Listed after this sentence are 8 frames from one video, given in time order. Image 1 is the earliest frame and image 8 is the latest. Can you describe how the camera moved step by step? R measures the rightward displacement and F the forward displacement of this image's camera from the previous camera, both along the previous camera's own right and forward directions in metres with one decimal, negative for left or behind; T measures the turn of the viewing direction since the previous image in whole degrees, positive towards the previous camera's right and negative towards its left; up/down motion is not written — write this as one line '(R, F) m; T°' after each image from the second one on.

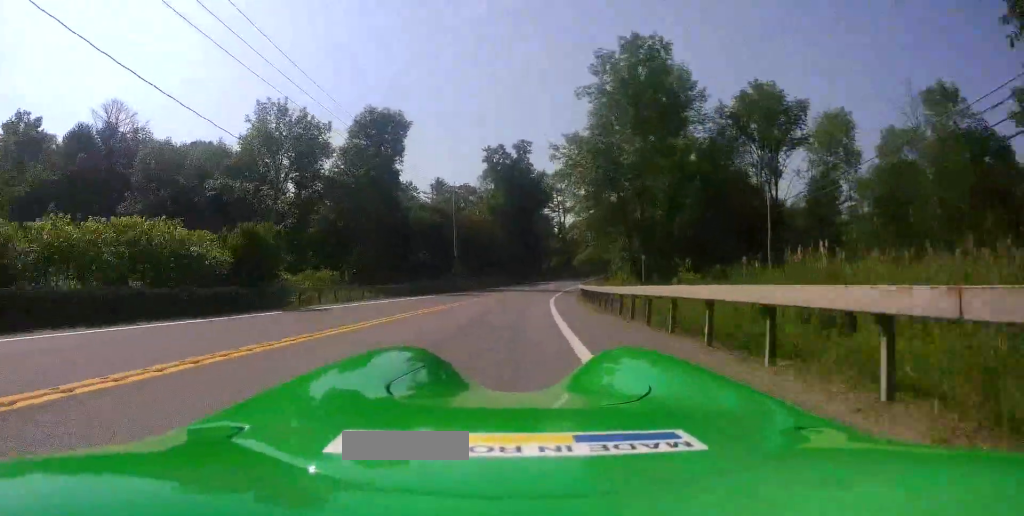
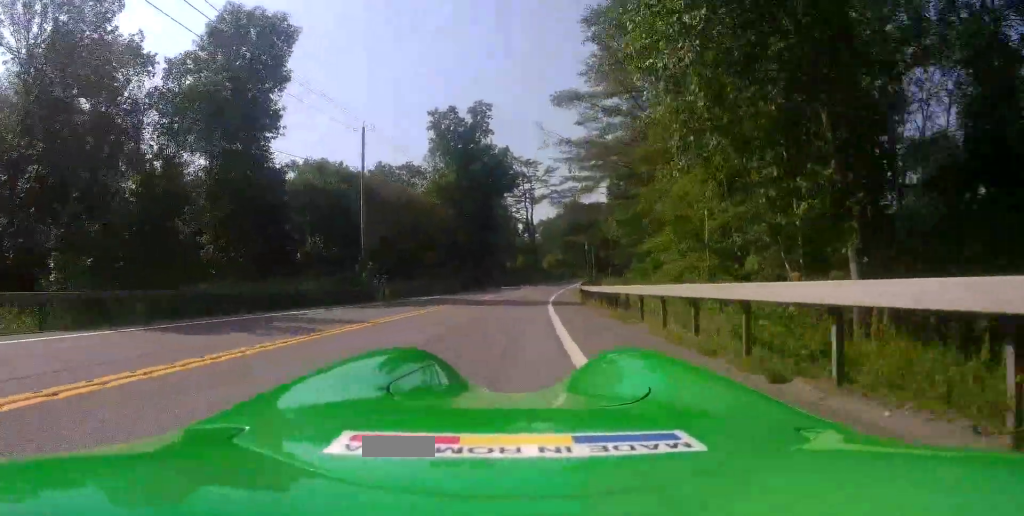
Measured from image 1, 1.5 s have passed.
(+1.6, +24.3) m; +8°
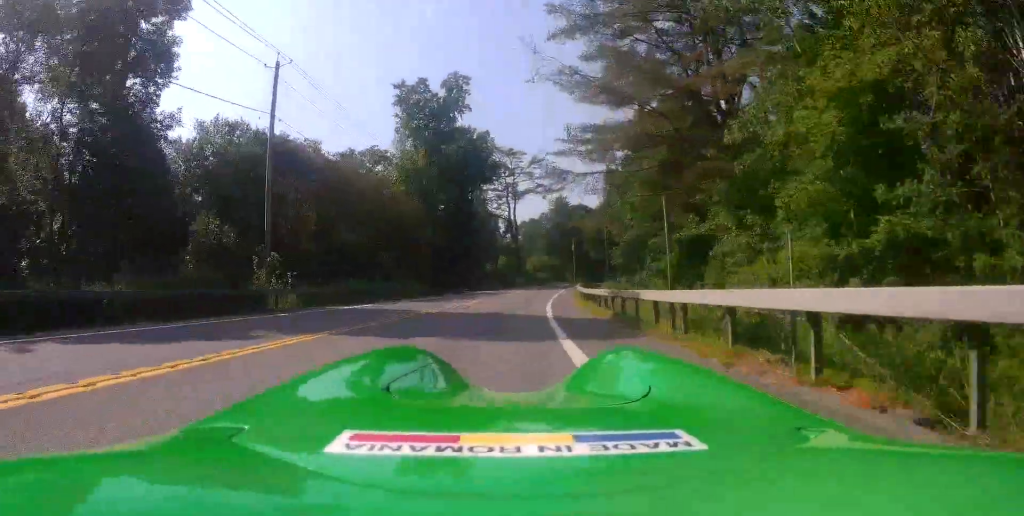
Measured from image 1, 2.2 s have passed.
(+1.4, +11.9) m; -4°
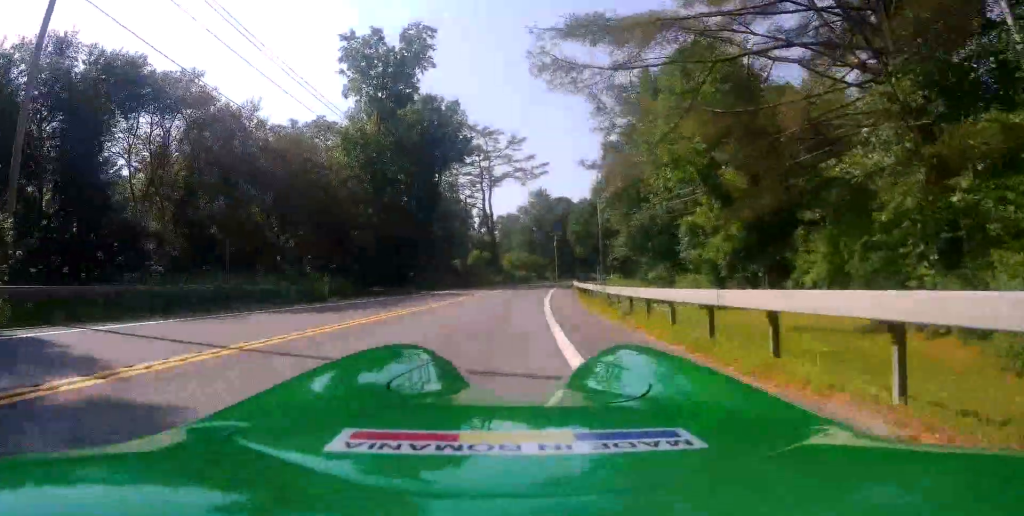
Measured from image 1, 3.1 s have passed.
(-2.5, +13.7) m; -3°
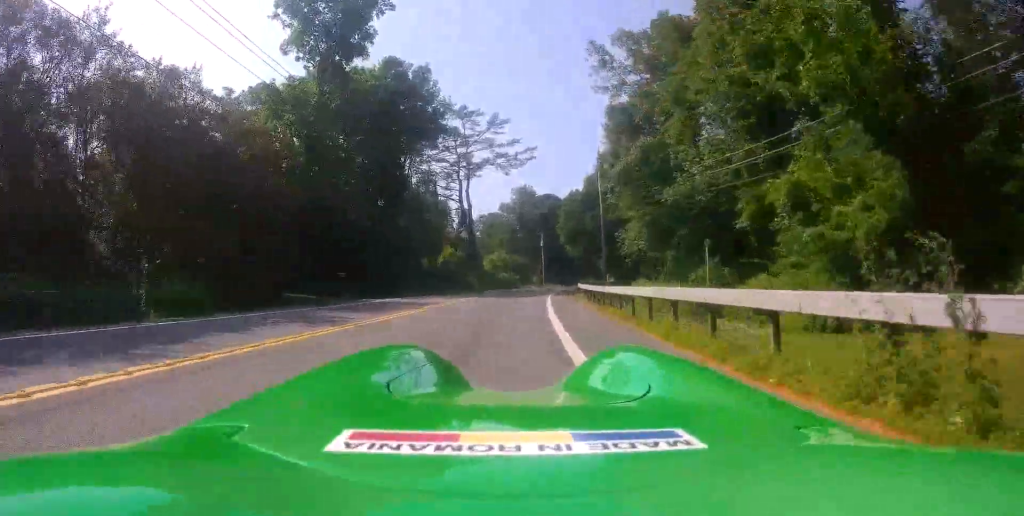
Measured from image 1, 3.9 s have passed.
(+0.8, +12.5) m; +4°
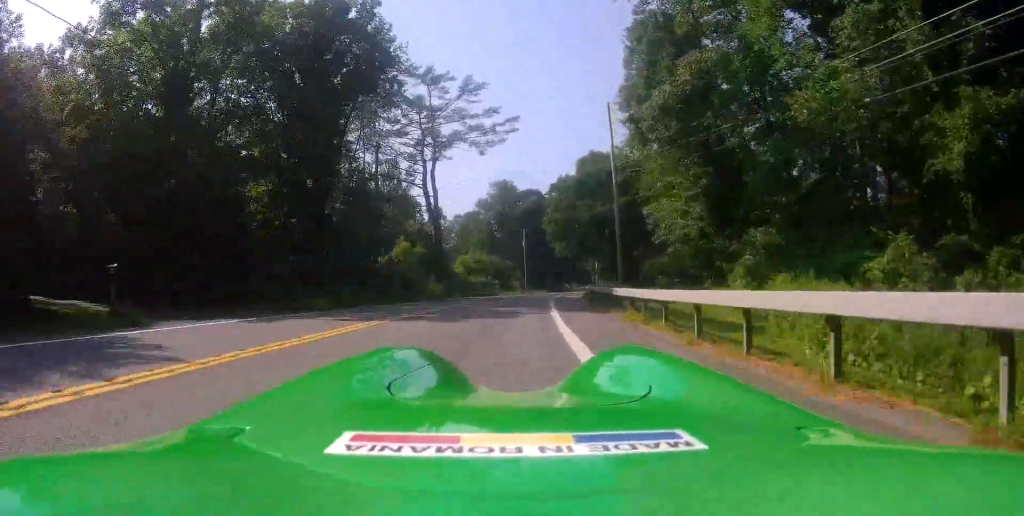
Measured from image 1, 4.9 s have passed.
(+0.9, +15.7) m; +5°
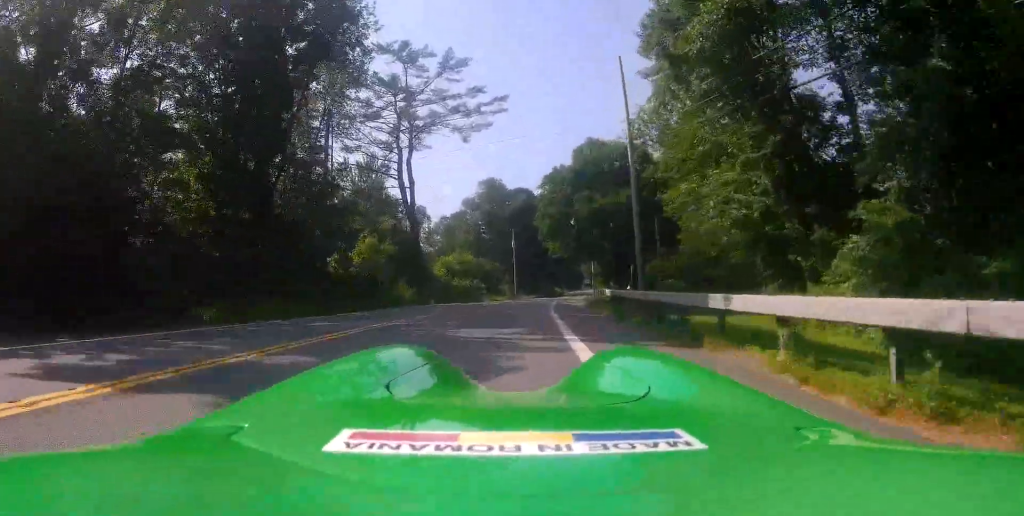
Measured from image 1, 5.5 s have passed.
(0.0, +8.4) m; +2°
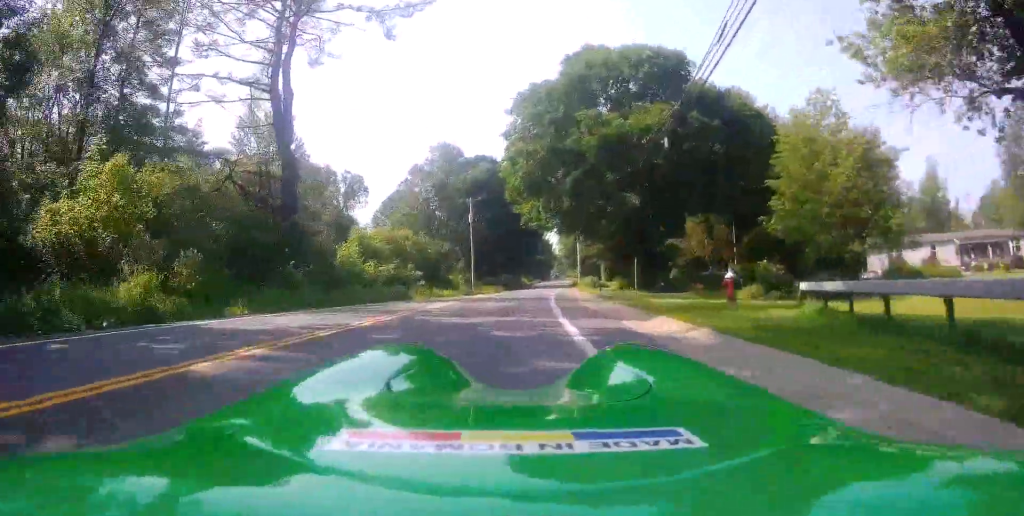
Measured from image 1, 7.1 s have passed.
(+1.2, +24.2) m; +3°
